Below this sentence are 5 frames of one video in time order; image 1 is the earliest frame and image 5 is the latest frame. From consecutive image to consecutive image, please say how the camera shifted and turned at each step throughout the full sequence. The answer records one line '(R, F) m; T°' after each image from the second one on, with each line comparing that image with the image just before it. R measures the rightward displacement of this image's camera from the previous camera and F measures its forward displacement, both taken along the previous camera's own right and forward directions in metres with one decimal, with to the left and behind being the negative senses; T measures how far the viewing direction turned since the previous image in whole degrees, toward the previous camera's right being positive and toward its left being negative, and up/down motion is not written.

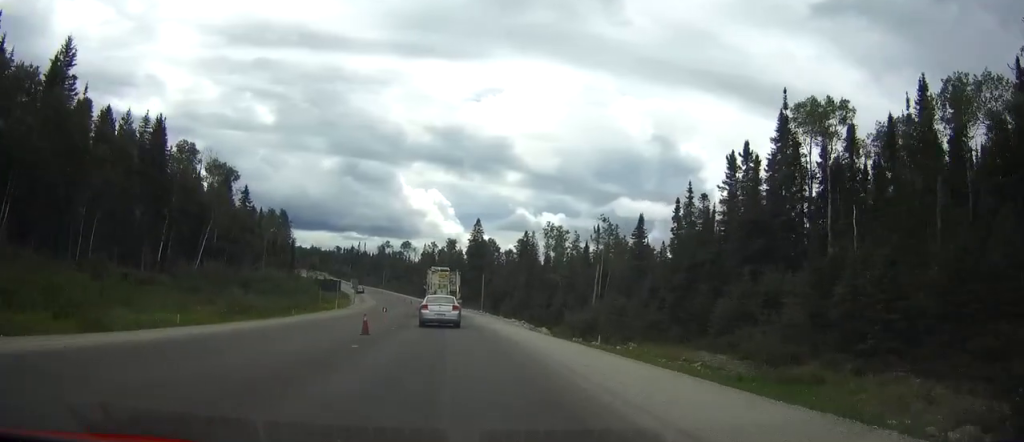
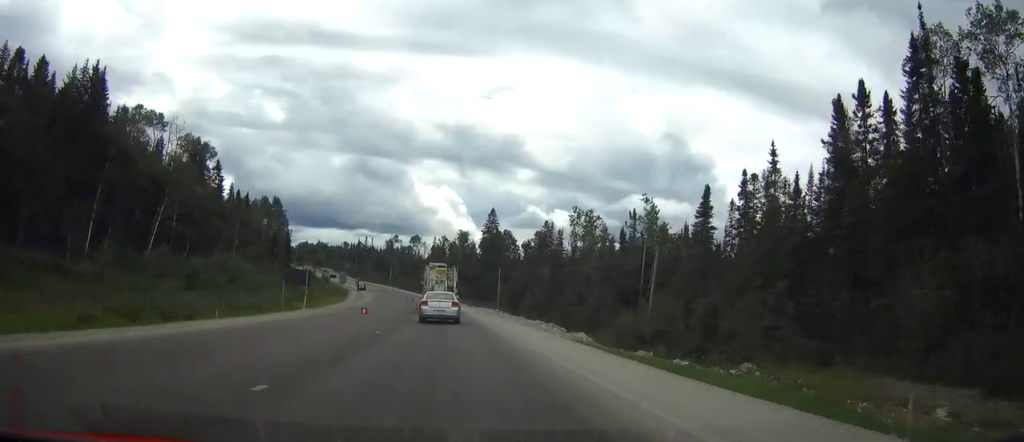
(-0.1, +19.2) m; -1°
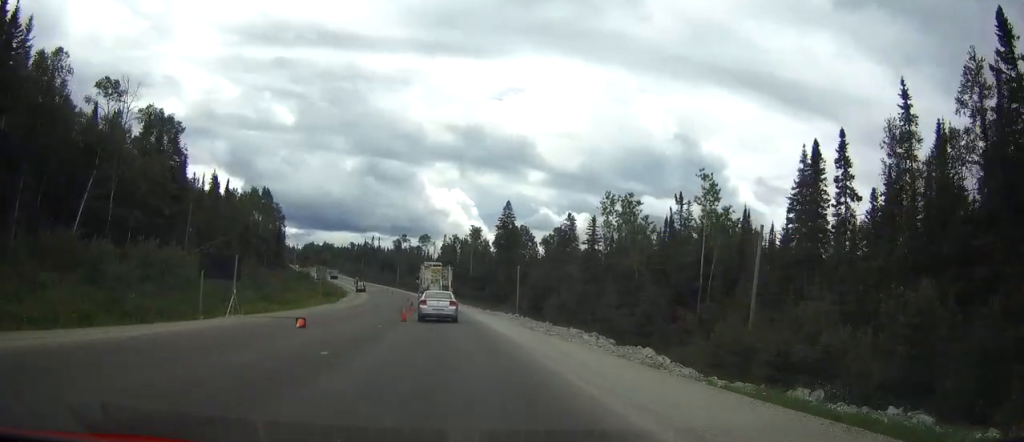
(-0.2, +19.2) m; -1°
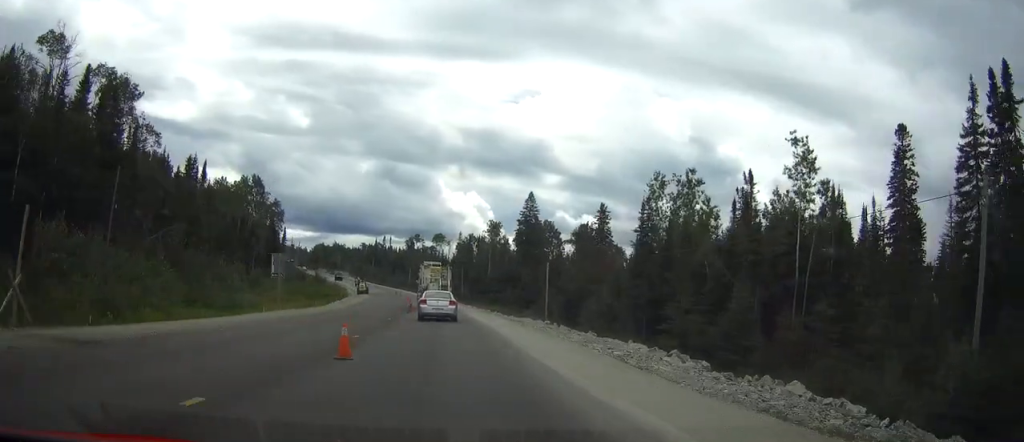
(-0.2, +19.1) m; -1°
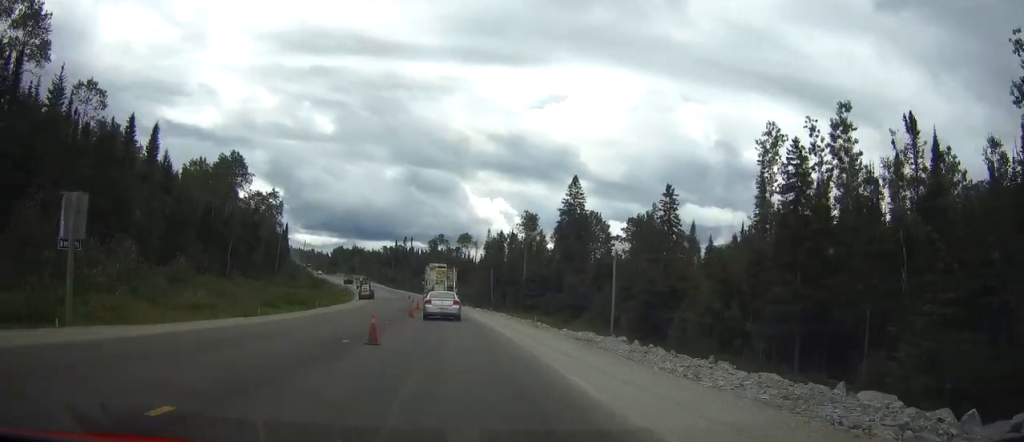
(-0.5, +27.6) m; -2°
